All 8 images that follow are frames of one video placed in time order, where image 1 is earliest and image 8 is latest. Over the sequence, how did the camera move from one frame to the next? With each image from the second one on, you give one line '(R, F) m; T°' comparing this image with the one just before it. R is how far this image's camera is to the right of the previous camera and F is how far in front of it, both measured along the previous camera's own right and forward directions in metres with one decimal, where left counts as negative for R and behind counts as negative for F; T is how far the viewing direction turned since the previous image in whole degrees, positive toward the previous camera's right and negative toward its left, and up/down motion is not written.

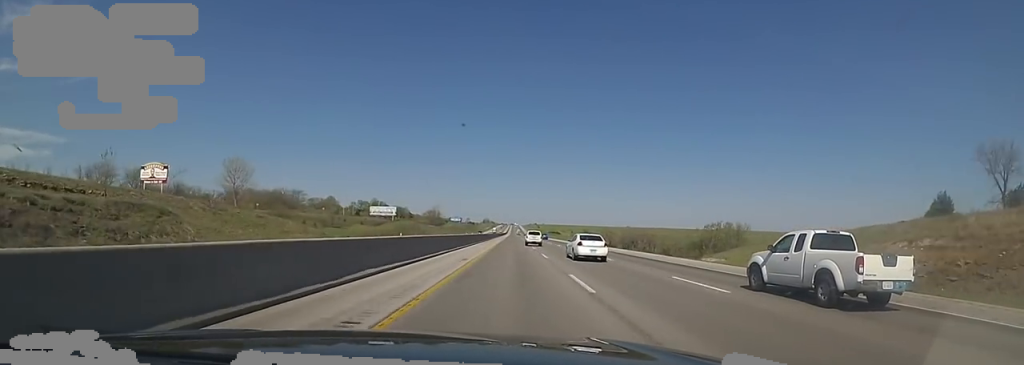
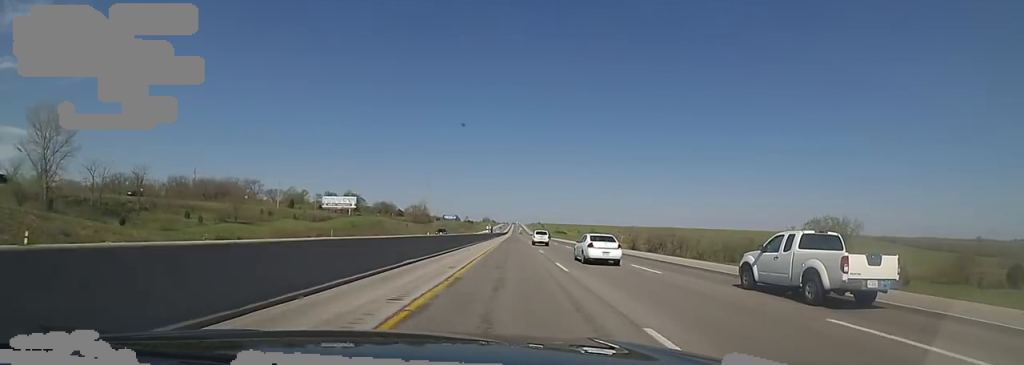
(-1.3, +55.2) m; -2°
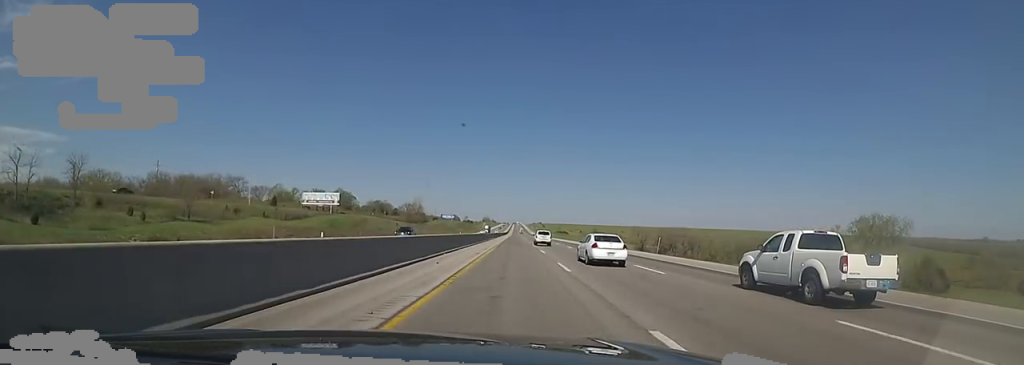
(-0.1, +15.6) m; +1°
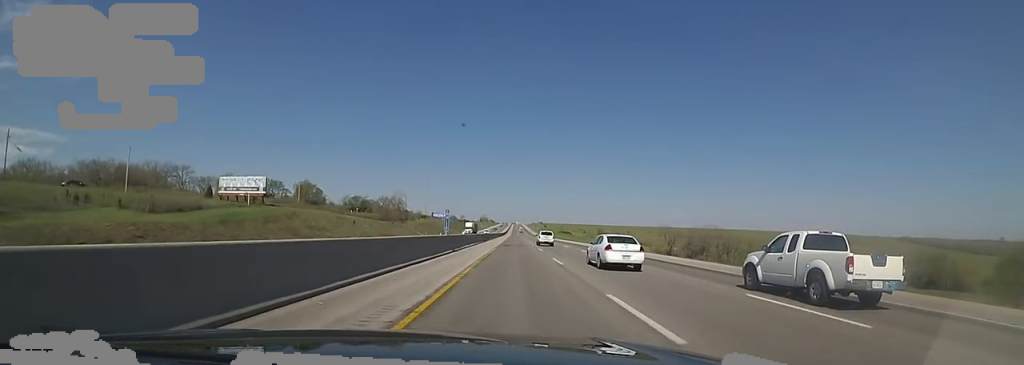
(+1.3, +41.7) m; +1°
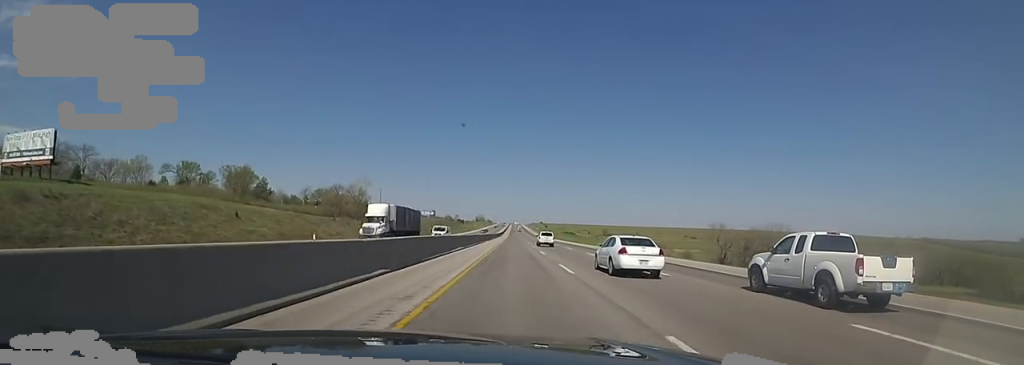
(-1.4, +49.7) m; -2°
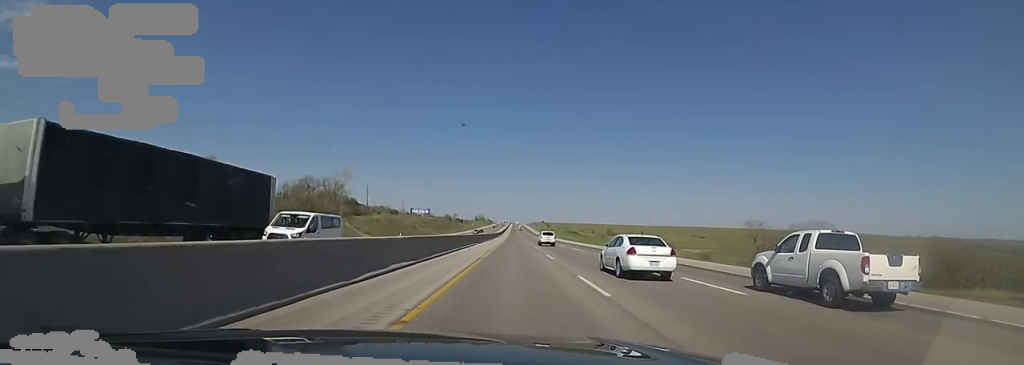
(-0.1, +21.4) m; 0°
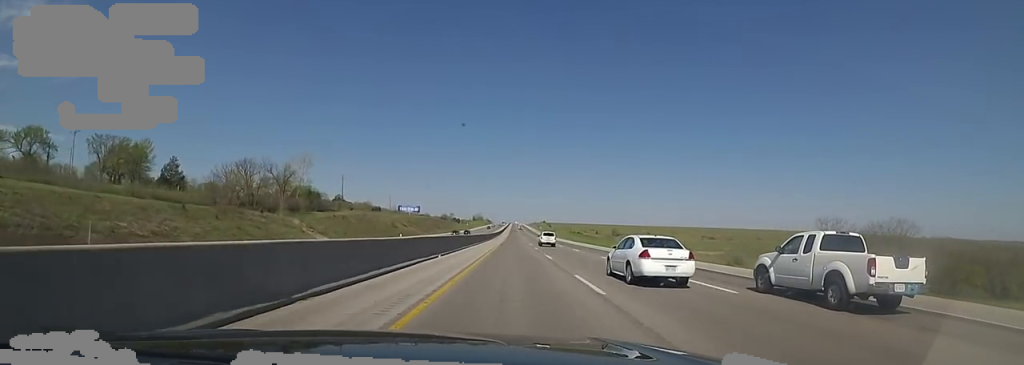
(0.0, +29.9) m; +1°
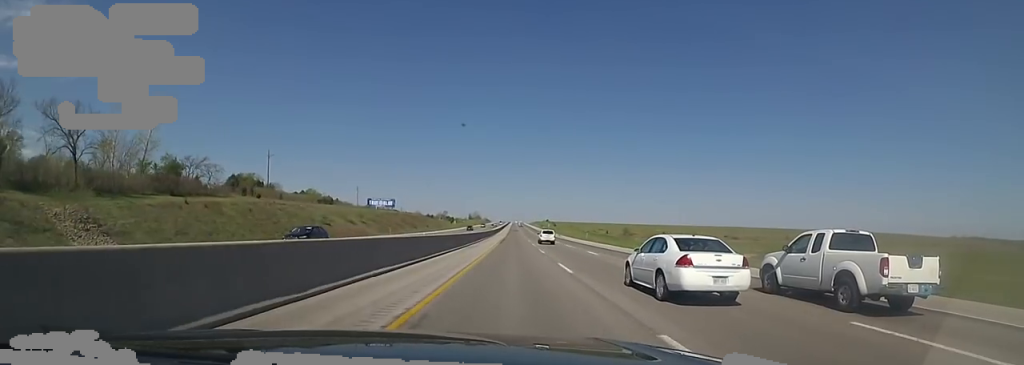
(+1.6, +56.5) m; 0°
